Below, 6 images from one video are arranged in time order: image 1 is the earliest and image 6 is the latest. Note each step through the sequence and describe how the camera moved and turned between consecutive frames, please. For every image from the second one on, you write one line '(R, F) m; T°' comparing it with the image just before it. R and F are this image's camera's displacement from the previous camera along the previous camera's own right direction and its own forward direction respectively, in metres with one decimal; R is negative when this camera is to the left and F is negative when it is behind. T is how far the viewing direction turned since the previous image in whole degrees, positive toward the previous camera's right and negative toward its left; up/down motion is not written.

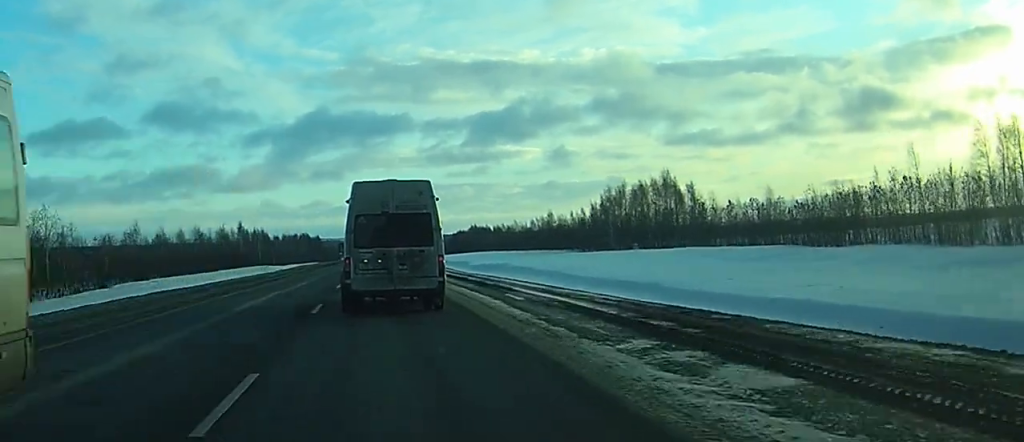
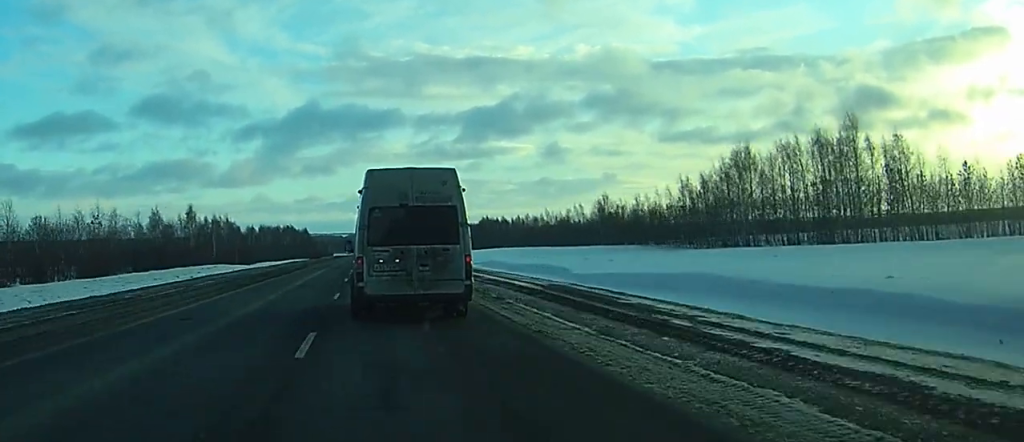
(-0.1, +67.9) m; 0°
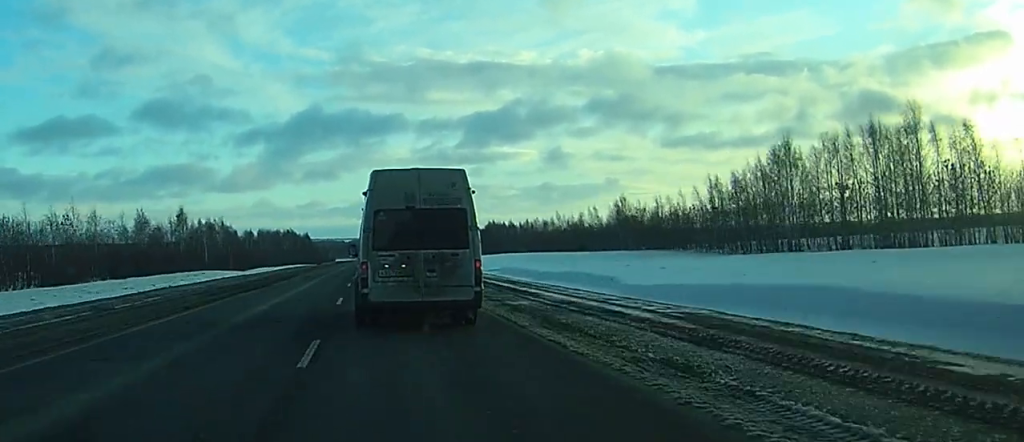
(0.0, +12.3) m; 0°
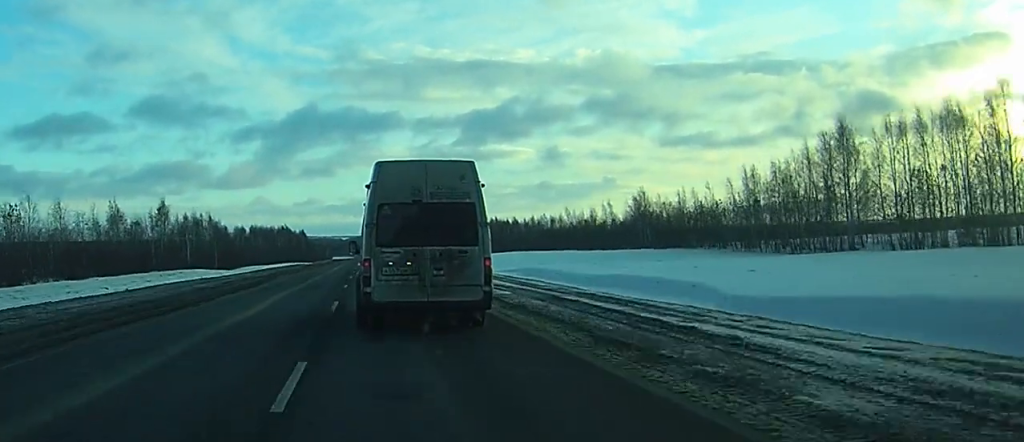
(0.0, +14.9) m; 0°
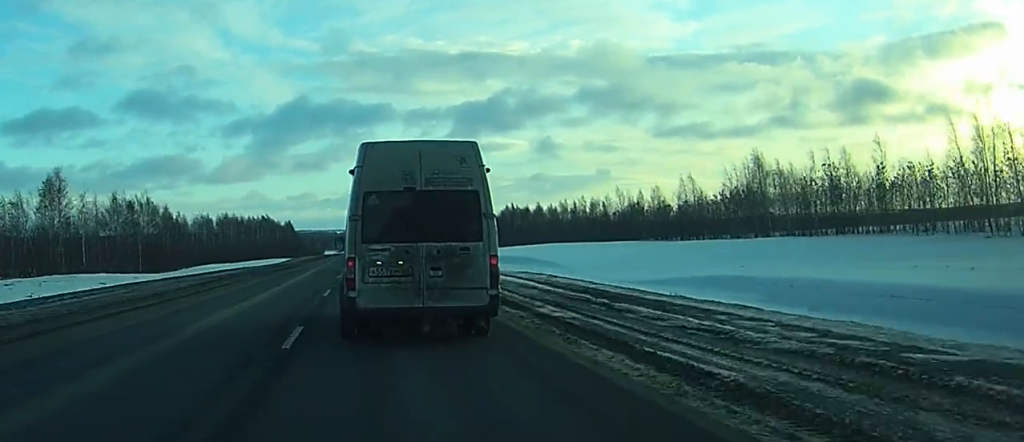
(+0.2, +56.7) m; 0°
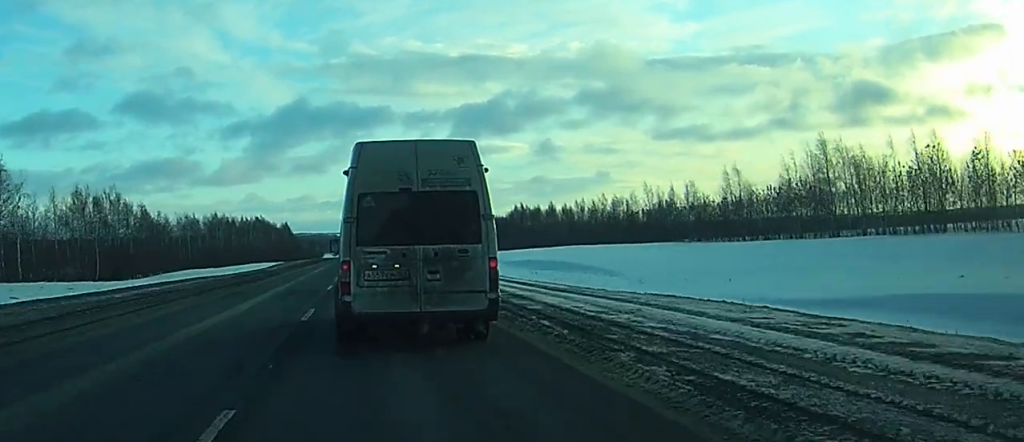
(0.0, +19.6) m; 0°
